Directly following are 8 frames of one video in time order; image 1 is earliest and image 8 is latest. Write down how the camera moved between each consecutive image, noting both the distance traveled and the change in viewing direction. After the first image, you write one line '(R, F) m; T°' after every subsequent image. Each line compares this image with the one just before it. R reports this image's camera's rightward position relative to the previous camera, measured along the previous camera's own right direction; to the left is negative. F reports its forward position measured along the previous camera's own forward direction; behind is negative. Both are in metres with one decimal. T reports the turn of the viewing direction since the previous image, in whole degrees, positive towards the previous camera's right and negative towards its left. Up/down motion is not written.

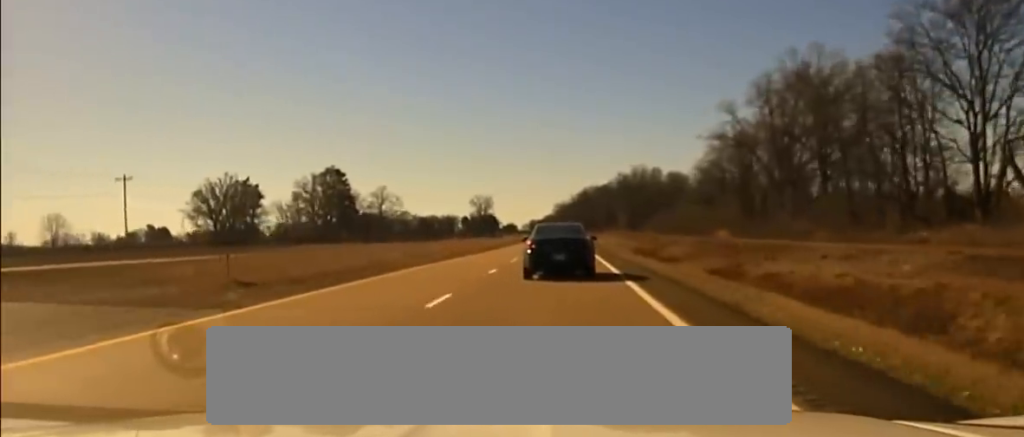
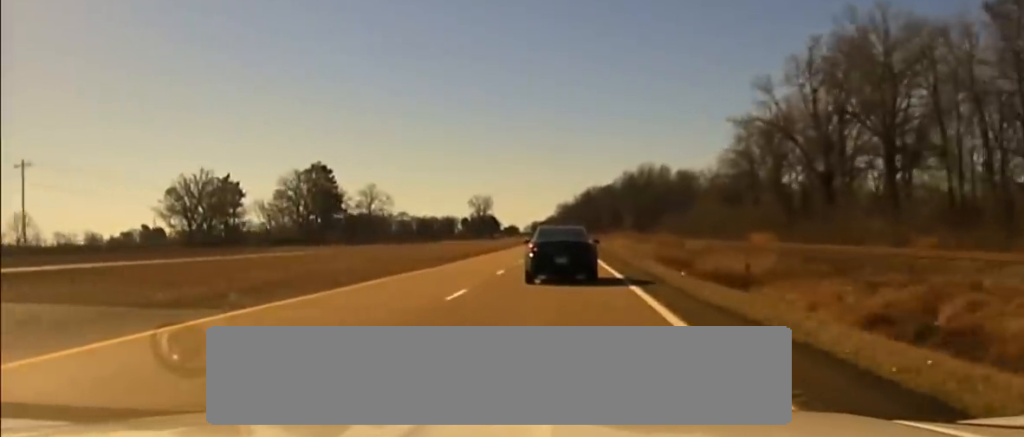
(-0.1, +20.8) m; 0°
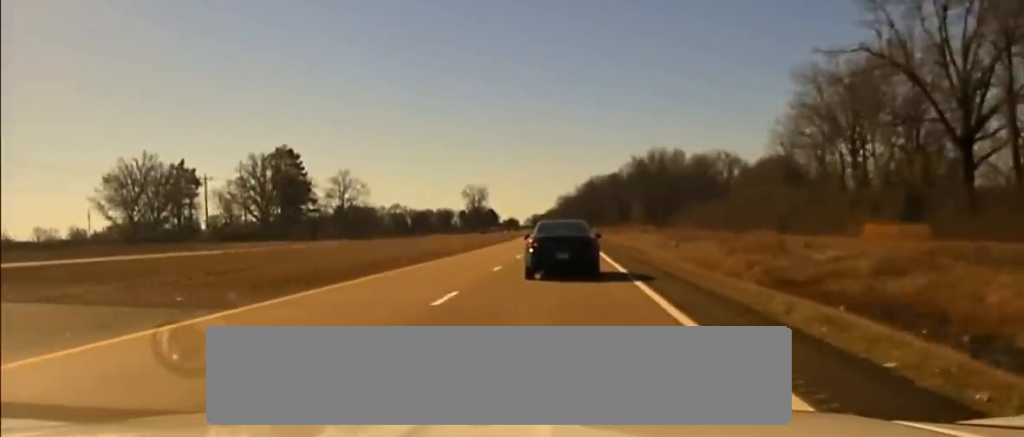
(-0.2, +39.7) m; 0°
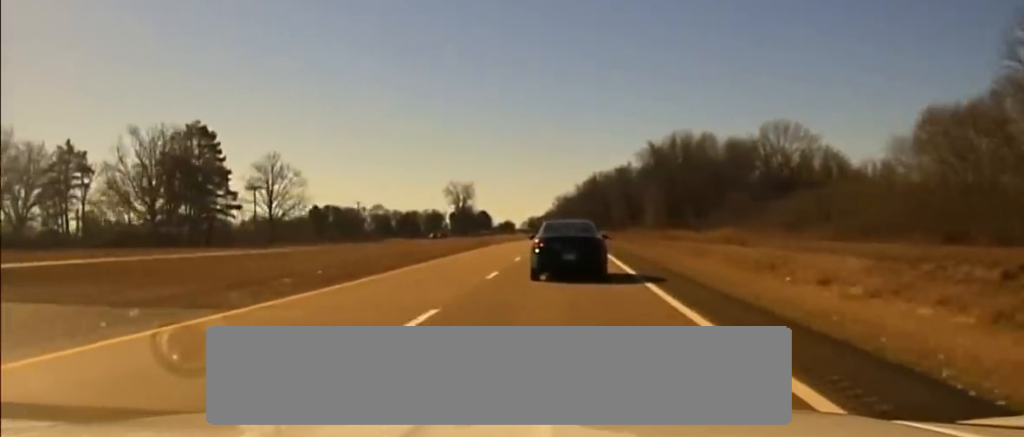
(-0.1, +61.3) m; 0°
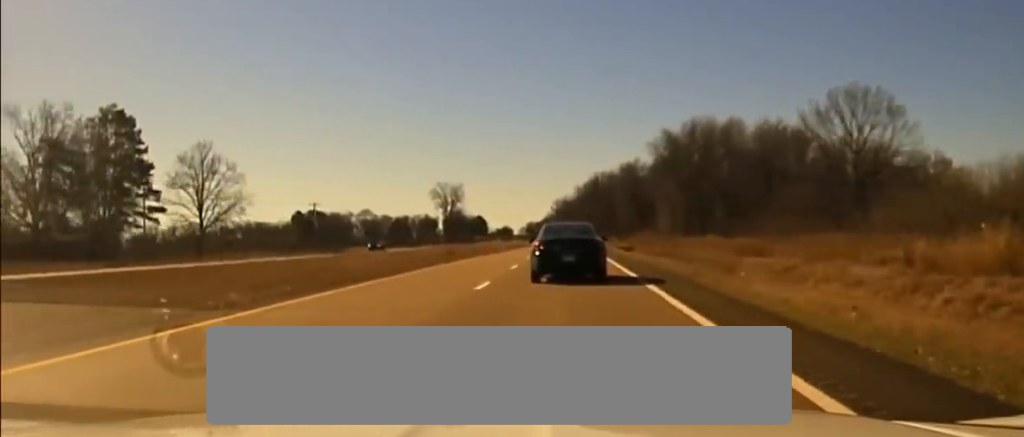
(+0.1, +33.6) m; 0°
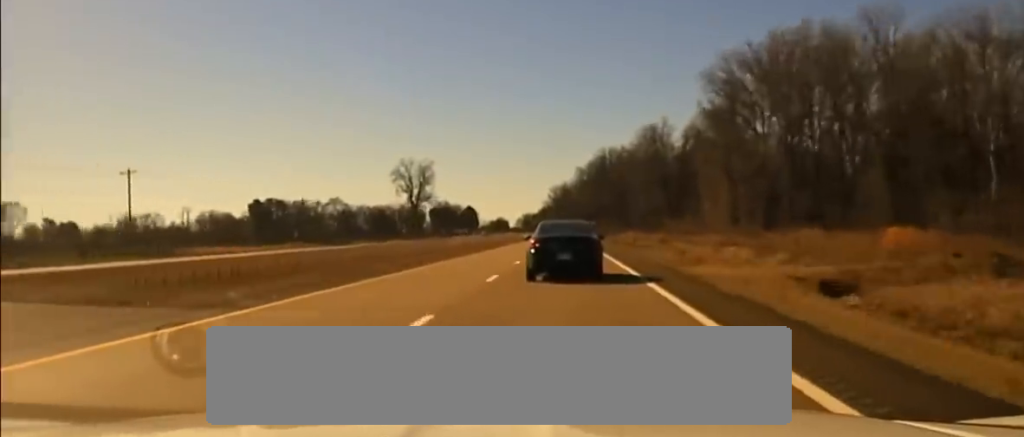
(-0.1, +72.5) m; 0°
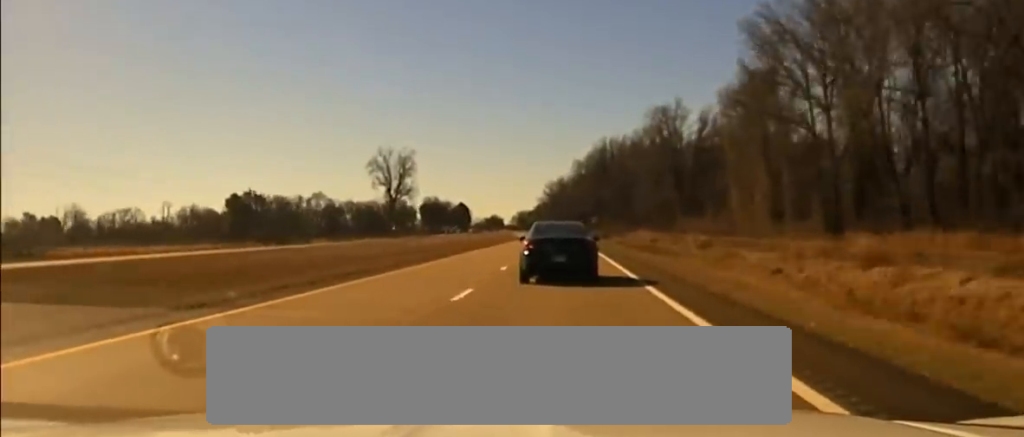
(0.0, +30.3) m; 0°
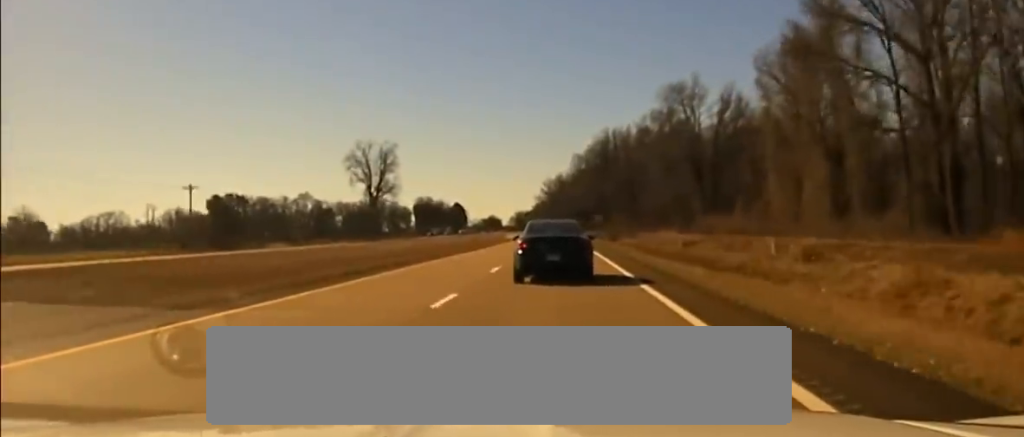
(0.0, +24.2) m; 0°
